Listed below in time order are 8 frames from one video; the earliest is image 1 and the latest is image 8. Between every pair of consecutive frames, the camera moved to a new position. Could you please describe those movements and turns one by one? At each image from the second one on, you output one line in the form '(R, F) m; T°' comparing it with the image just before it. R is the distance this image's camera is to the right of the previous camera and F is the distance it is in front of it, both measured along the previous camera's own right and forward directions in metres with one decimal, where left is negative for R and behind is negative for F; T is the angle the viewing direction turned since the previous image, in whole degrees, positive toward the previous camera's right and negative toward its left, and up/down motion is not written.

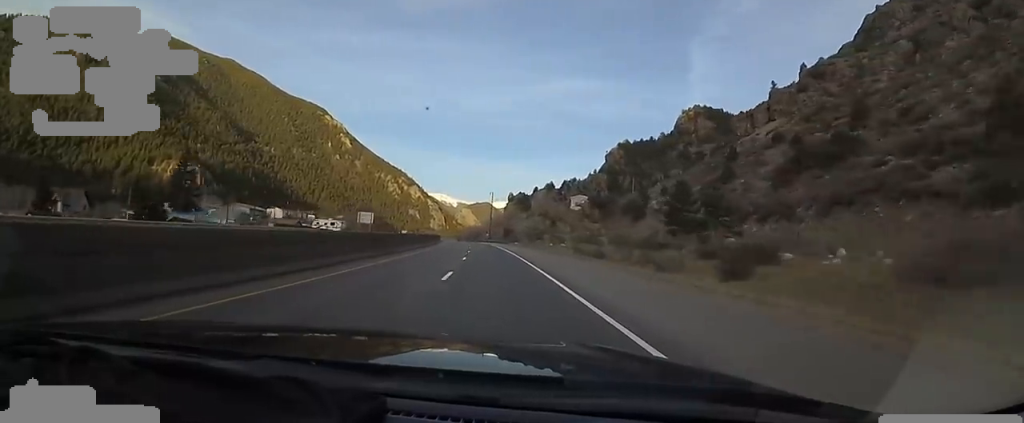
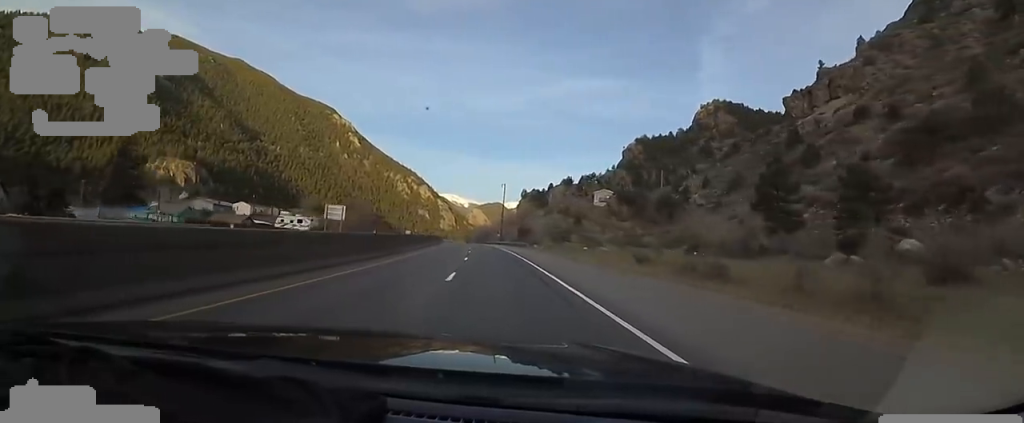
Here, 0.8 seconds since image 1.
(-1.4, +23.8) m; -1°
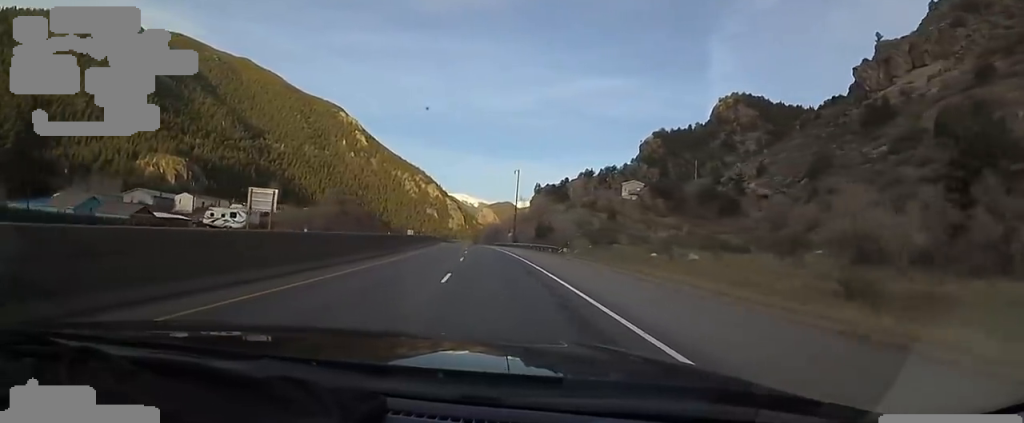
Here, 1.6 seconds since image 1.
(+0.5, +25.9) m; -2°
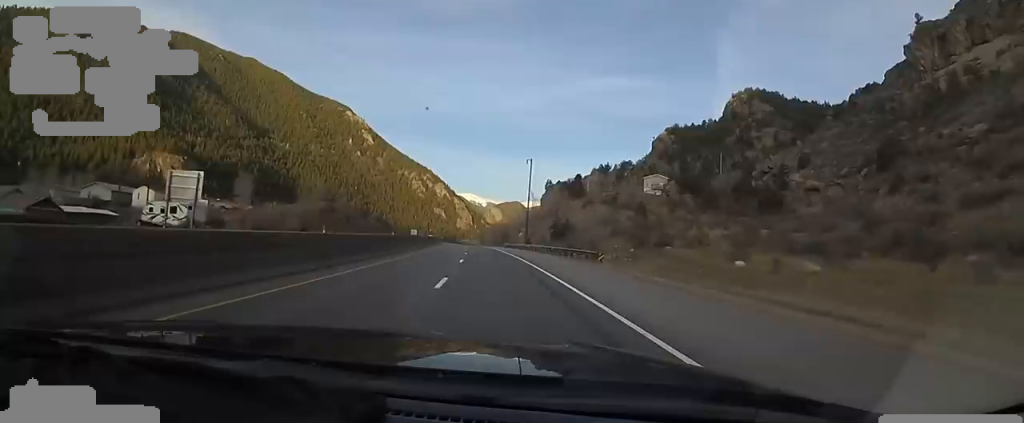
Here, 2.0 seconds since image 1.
(+0.7, +13.5) m; -1°
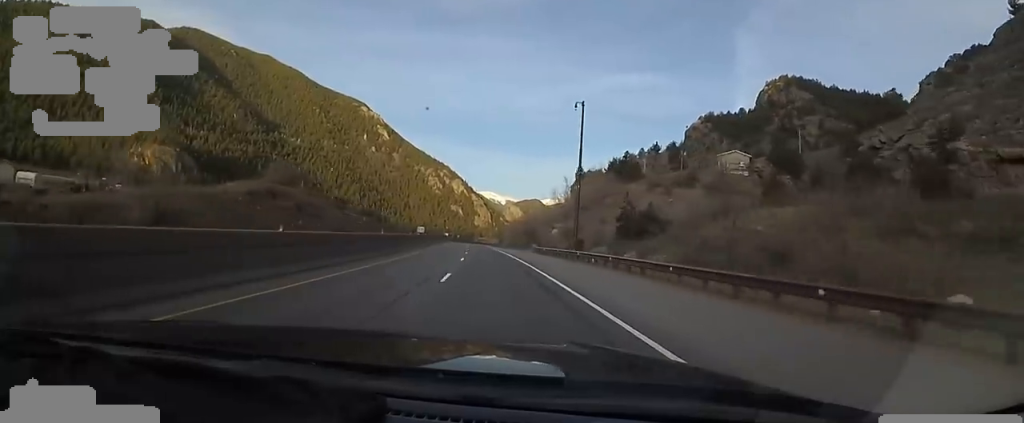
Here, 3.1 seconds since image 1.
(-2.6, +34.5) m; -2°
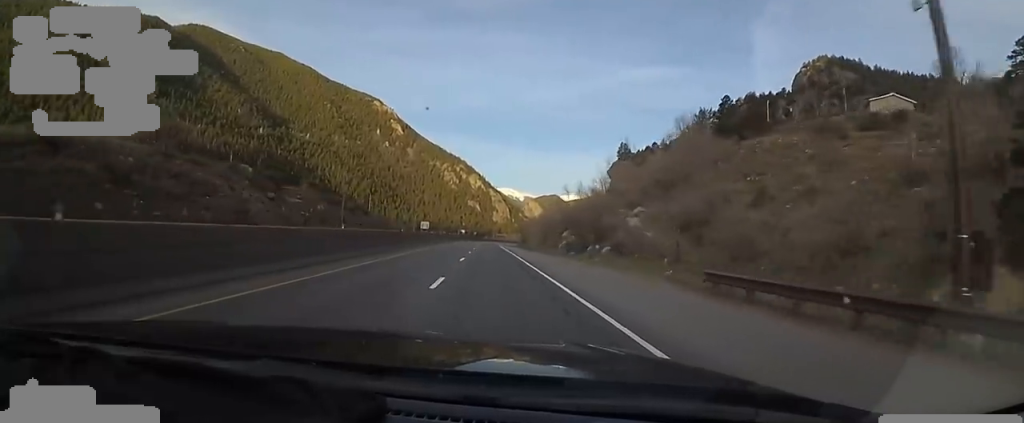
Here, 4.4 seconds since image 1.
(+0.6, +39.1) m; -1°
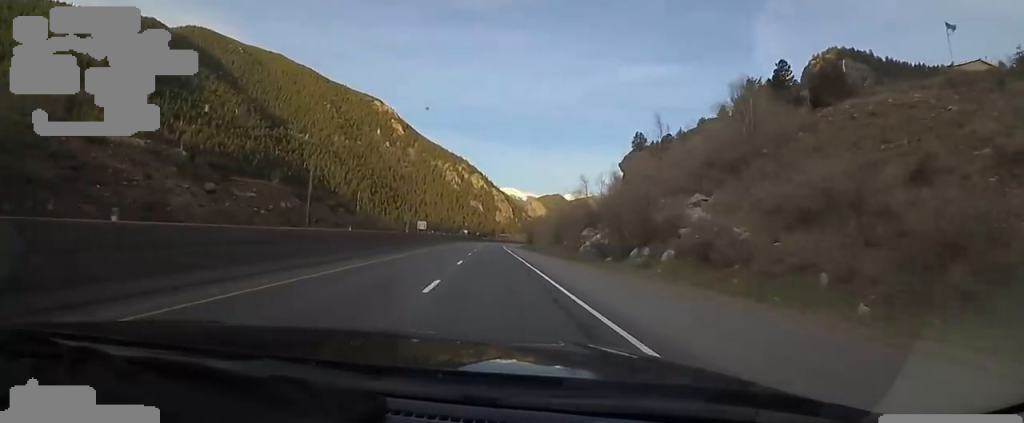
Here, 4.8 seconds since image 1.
(-0.4, +13.8) m; -1°
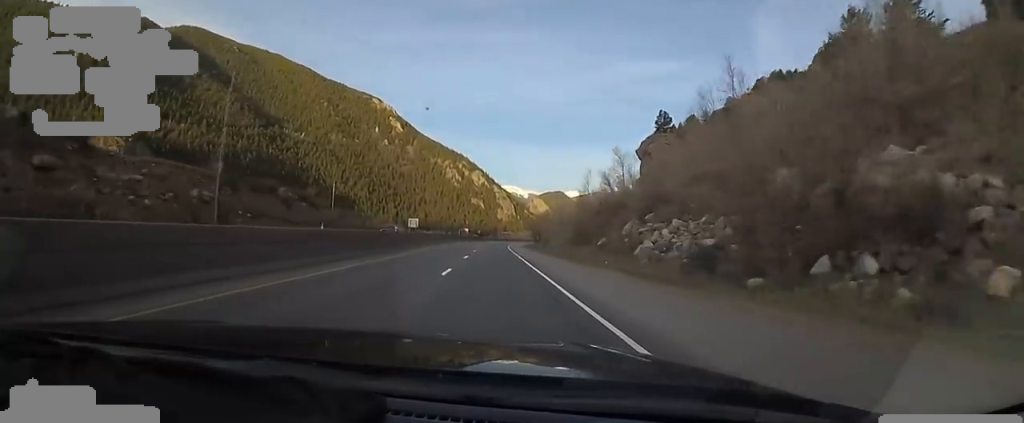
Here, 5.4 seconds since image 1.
(-0.1, +19.2) m; -1°
